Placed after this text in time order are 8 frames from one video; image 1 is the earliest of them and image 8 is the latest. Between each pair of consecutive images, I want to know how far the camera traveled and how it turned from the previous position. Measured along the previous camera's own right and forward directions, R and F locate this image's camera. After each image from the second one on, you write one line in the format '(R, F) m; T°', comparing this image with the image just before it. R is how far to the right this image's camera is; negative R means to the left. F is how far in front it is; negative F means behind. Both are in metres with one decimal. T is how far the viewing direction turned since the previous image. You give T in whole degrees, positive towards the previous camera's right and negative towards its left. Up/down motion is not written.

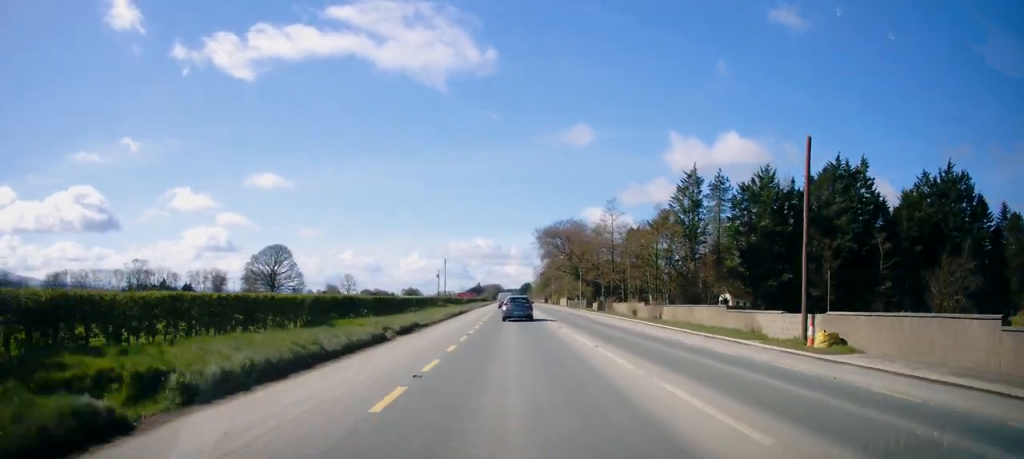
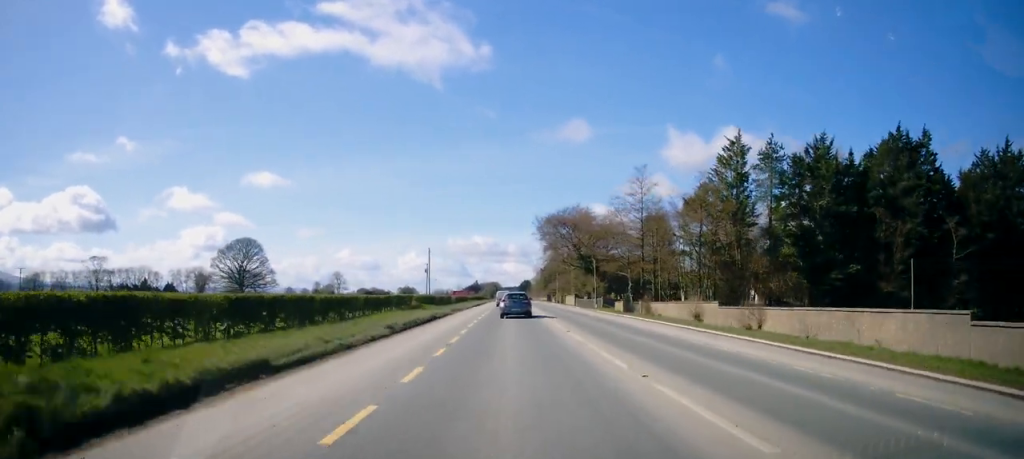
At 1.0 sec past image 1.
(-0.3, +17.8) m; -1°
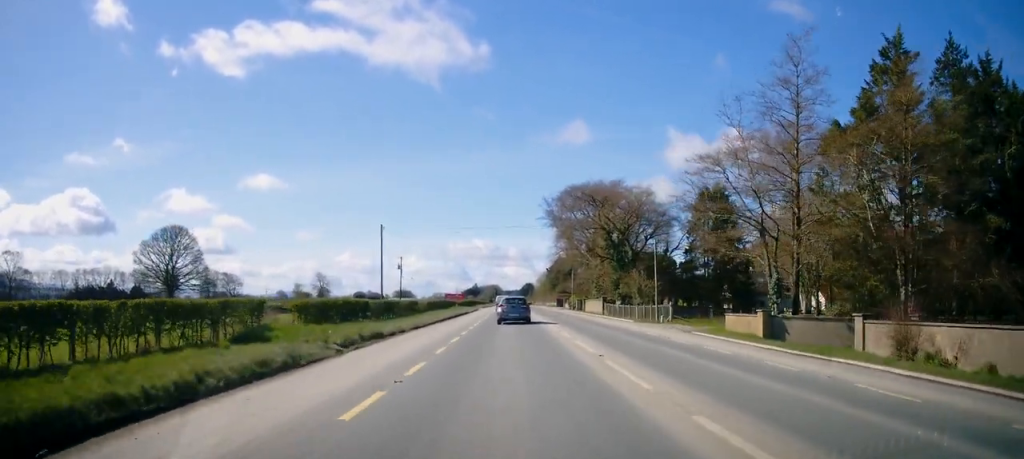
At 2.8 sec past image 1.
(+0.2, +31.2) m; +1°
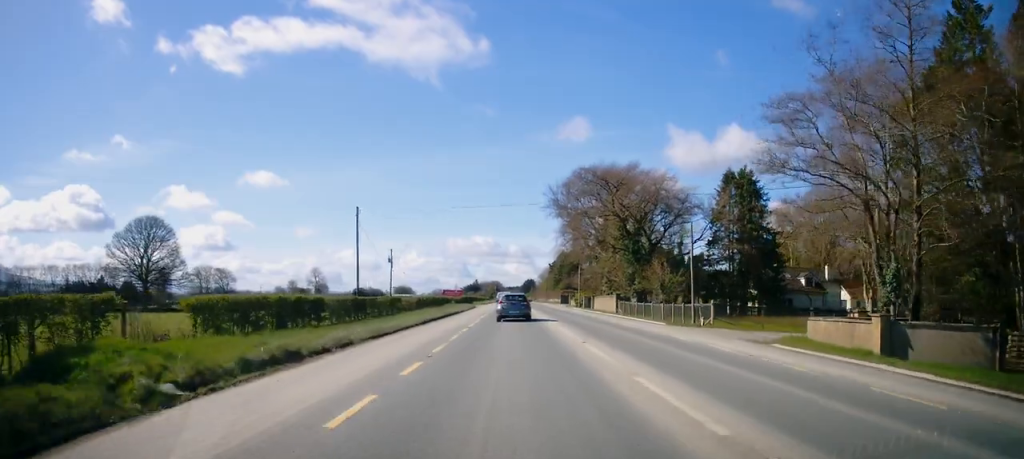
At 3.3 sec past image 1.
(0.0, +8.6) m; 0°
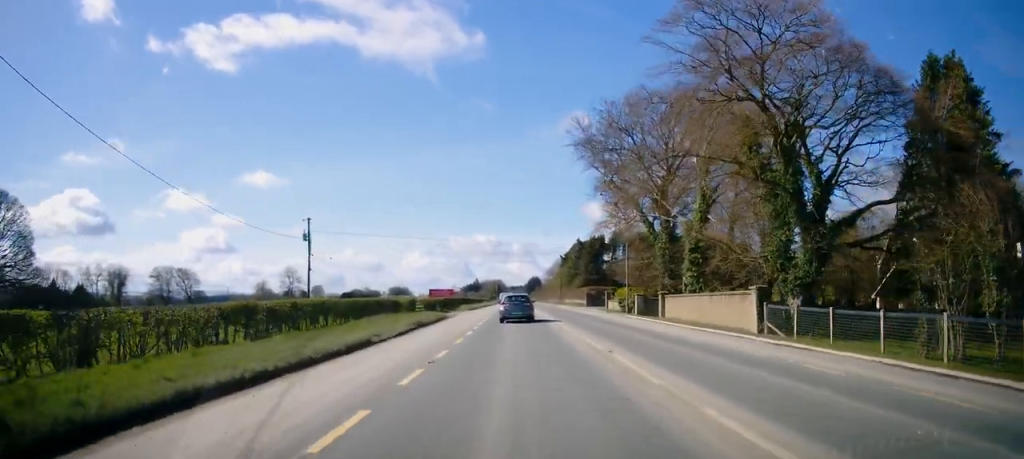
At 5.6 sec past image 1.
(-0.5, +37.1) m; -1°
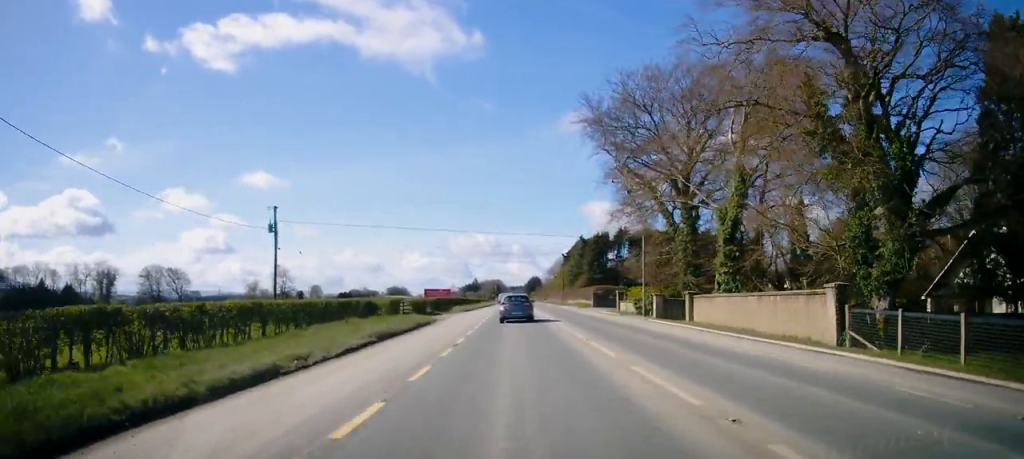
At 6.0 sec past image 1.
(+0.2, +7.6) m; 0°
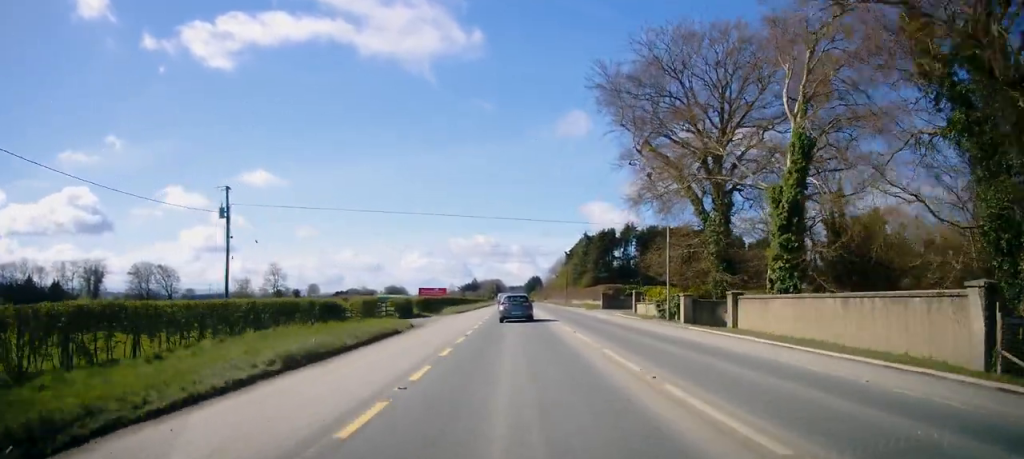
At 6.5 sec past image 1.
(0.0, +8.1) m; 0°
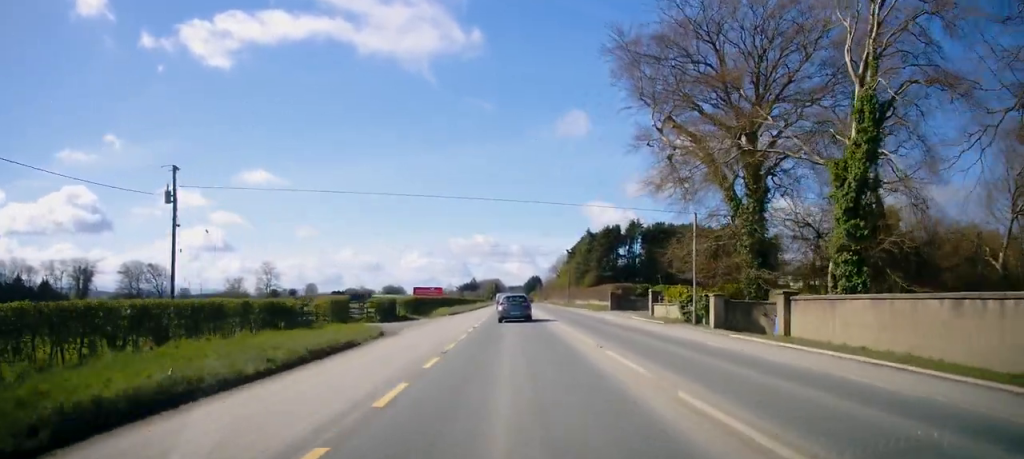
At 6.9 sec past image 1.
(-0.1, +6.5) m; 0°
